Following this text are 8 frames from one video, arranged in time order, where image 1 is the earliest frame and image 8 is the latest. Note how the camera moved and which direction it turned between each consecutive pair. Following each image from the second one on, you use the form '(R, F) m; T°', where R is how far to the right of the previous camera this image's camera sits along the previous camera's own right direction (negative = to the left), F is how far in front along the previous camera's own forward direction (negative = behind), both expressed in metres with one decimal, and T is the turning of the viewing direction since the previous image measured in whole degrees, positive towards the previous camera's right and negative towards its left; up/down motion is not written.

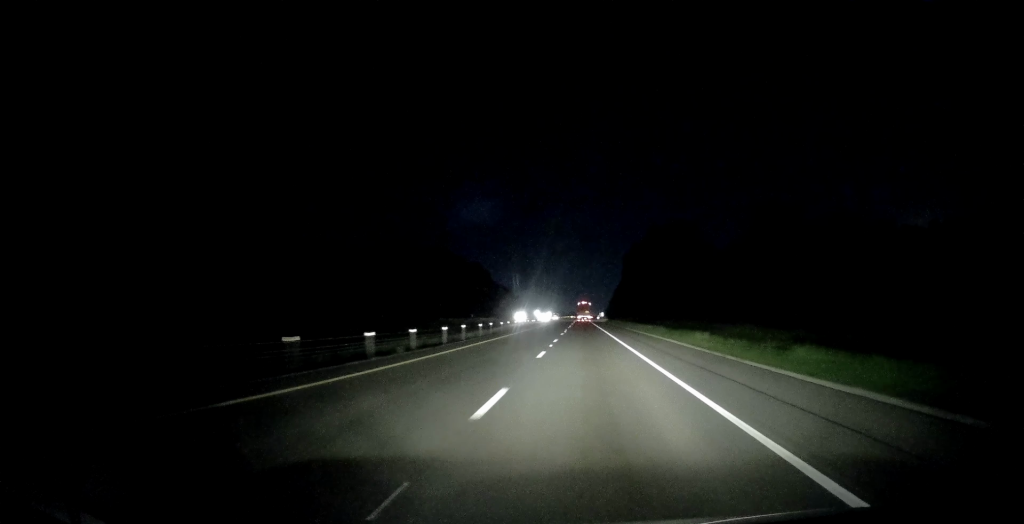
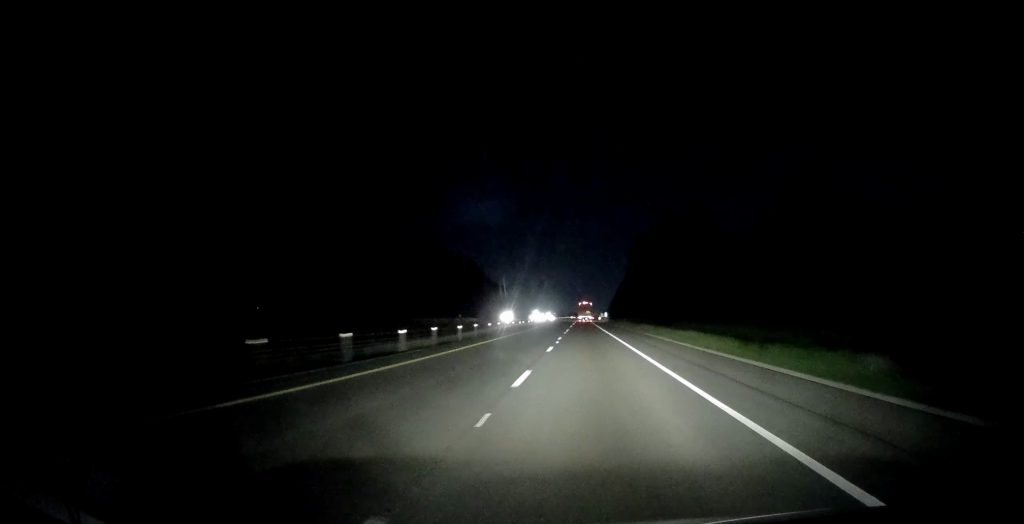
(+0.1, +20.5) m; +1°
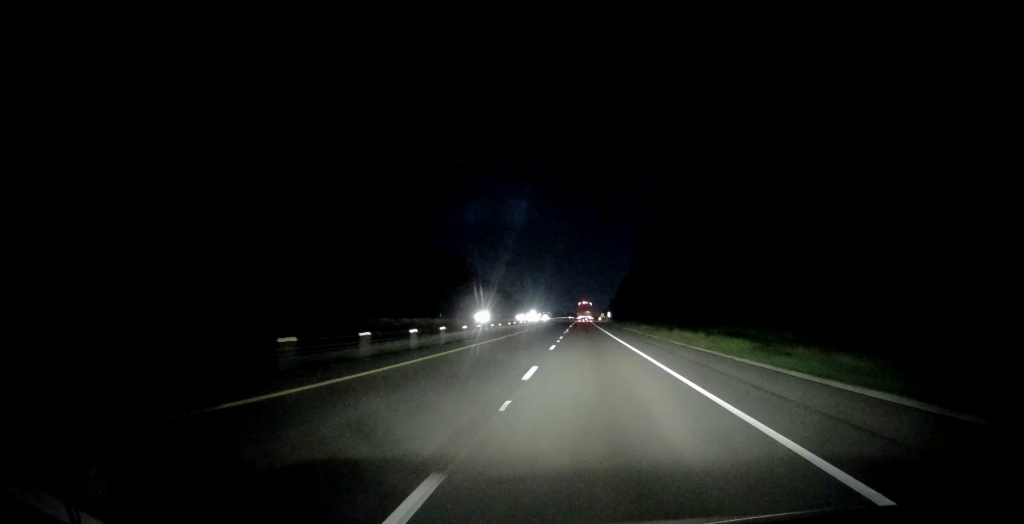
(+0.2, +22.6) m; 0°
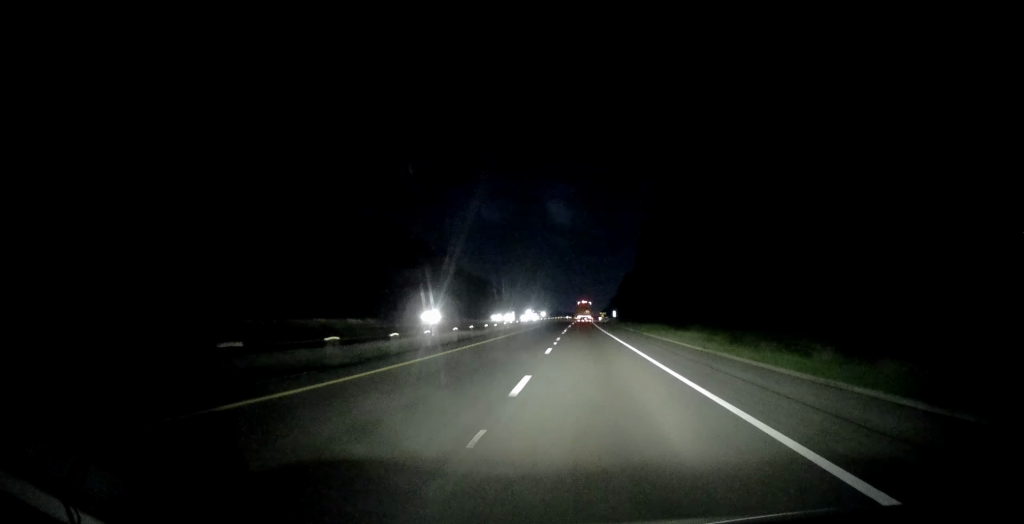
(+0.1, +26.9) m; 0°
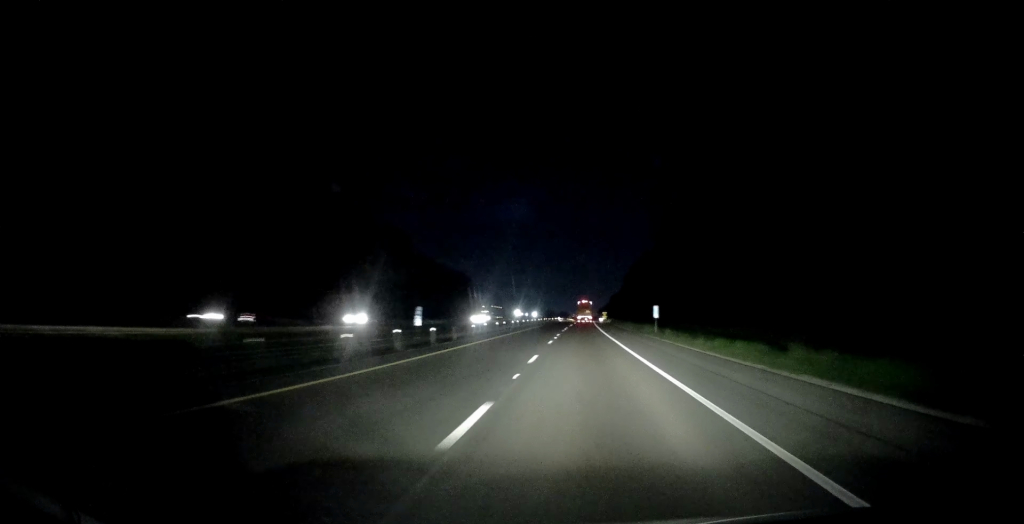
(-0.9, +64.7) m; 0°
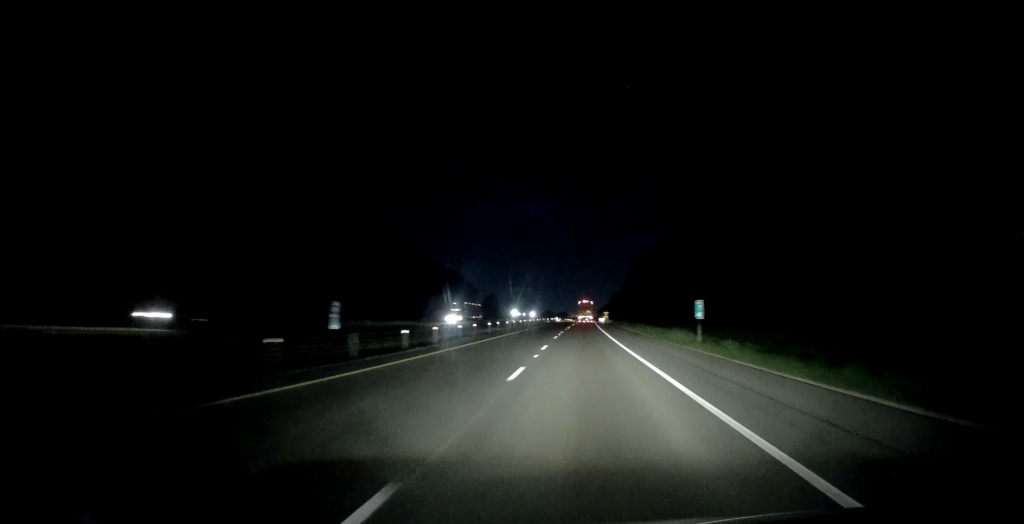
(+0.1, +17.3) m; +1°
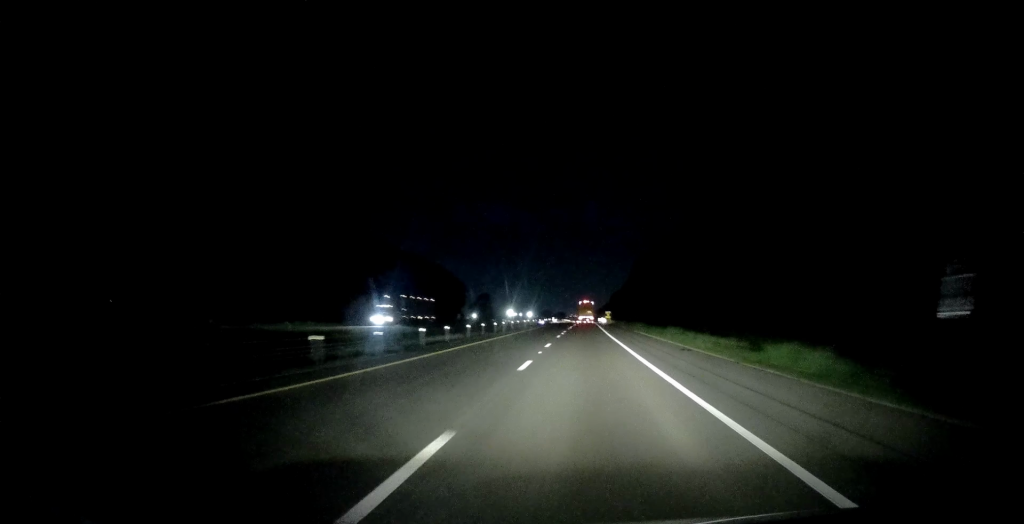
(+0.2, +21.6) m; +1°
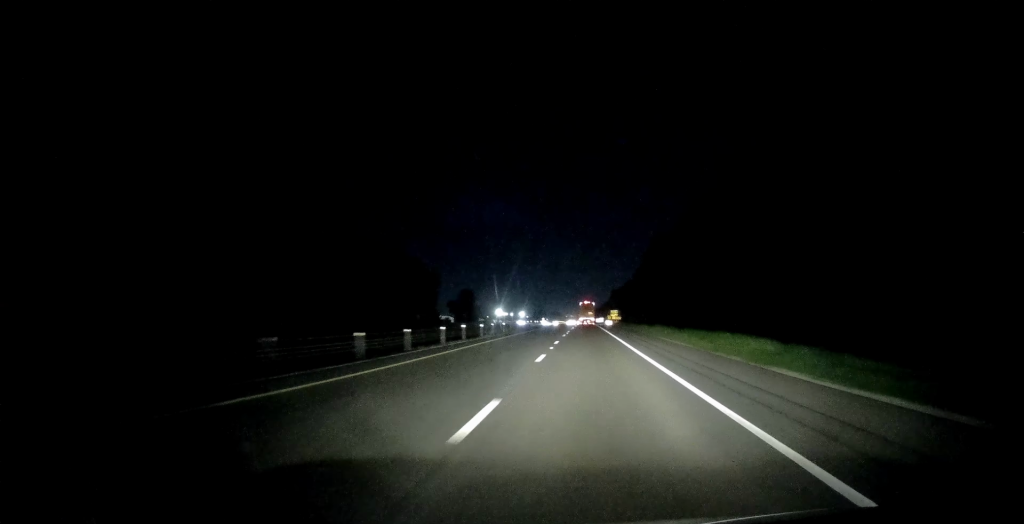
(+0.4, +45.4) m; +1°
